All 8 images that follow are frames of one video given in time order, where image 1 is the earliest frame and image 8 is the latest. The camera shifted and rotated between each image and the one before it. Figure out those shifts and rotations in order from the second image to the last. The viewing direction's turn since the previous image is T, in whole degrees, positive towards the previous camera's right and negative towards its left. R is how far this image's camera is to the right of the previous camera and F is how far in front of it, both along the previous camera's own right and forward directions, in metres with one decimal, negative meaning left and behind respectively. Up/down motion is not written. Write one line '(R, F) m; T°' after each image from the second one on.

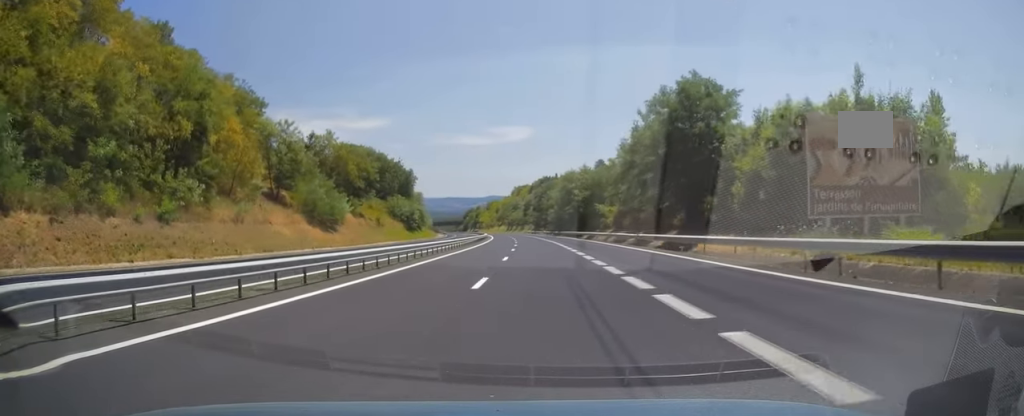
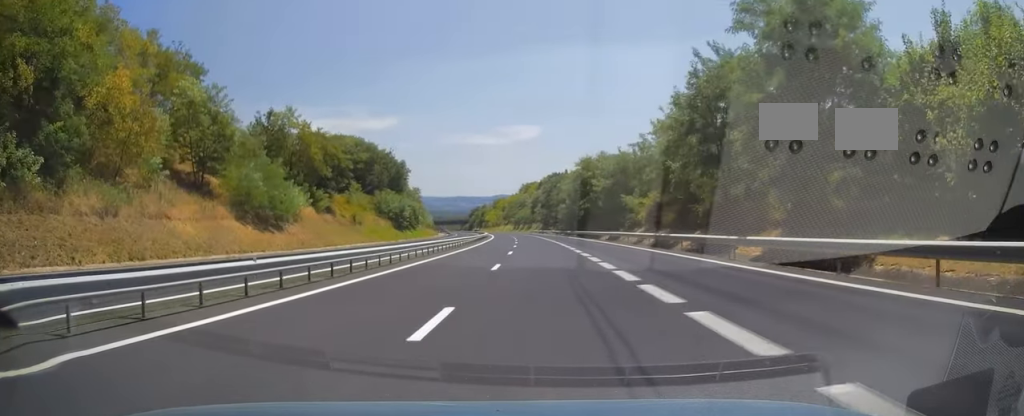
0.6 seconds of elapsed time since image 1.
(-0.2, +19.9) m; -1°
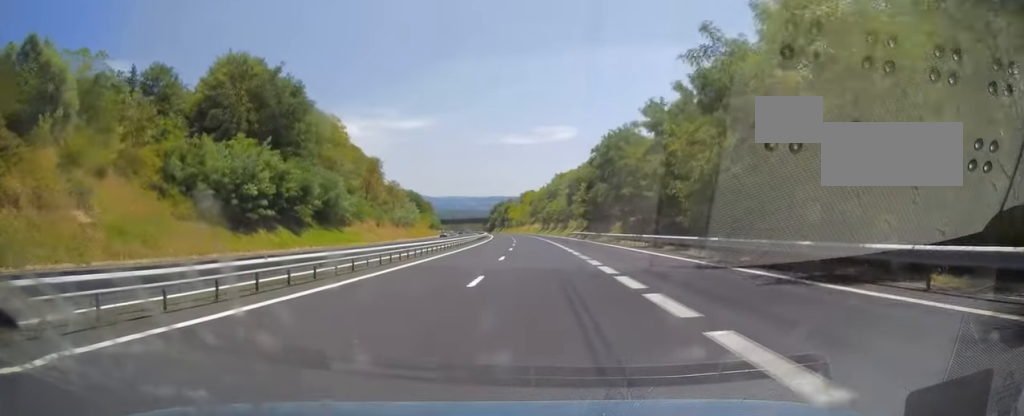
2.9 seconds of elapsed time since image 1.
(-2.1, +83.4) m; -3°
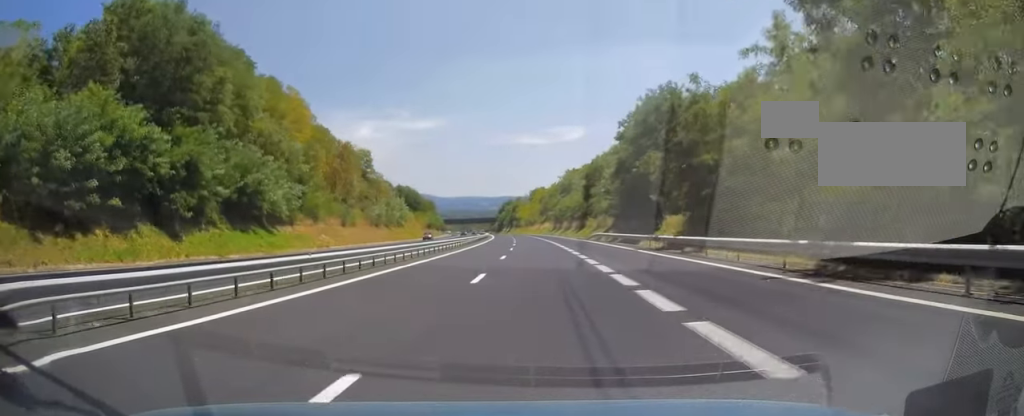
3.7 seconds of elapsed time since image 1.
(-0.2, +25.1) m; -1°
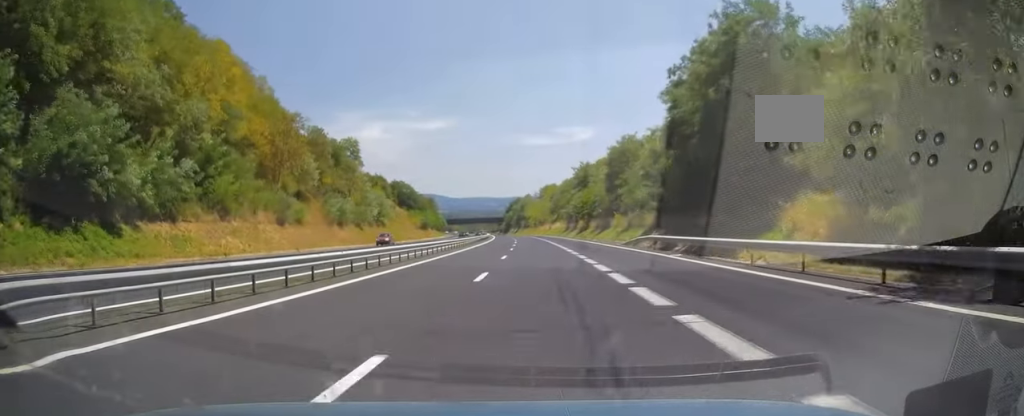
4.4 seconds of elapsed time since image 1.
(-0.3, +25.1) m; -1°
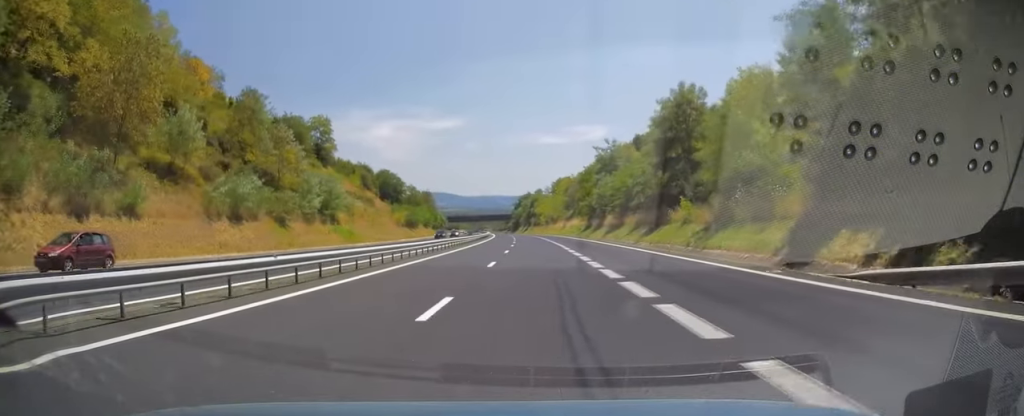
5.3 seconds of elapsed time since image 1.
(-0.3, +33.4) m; -1°
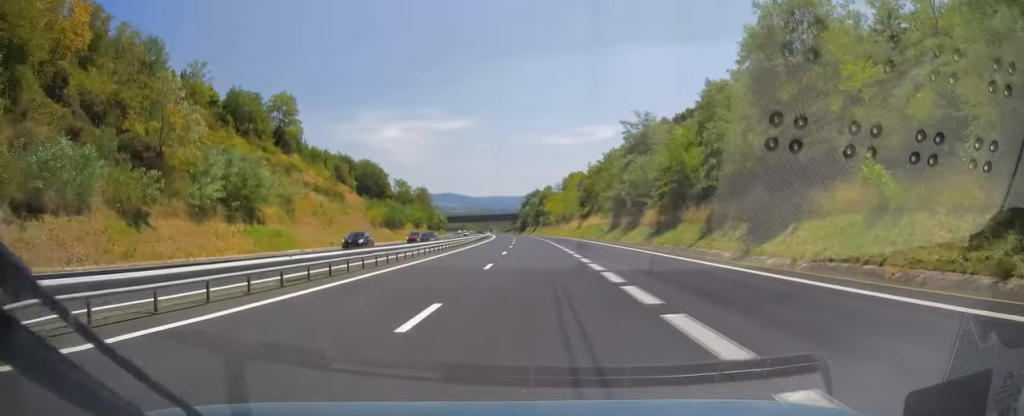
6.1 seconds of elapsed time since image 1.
(-0.2, +26.9) m; -1°
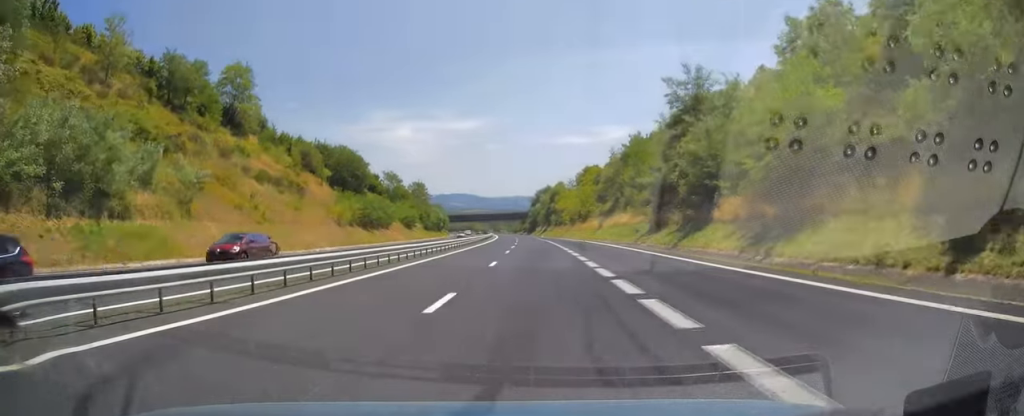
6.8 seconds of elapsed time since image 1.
(-0.1, +24.0) m; -1°
